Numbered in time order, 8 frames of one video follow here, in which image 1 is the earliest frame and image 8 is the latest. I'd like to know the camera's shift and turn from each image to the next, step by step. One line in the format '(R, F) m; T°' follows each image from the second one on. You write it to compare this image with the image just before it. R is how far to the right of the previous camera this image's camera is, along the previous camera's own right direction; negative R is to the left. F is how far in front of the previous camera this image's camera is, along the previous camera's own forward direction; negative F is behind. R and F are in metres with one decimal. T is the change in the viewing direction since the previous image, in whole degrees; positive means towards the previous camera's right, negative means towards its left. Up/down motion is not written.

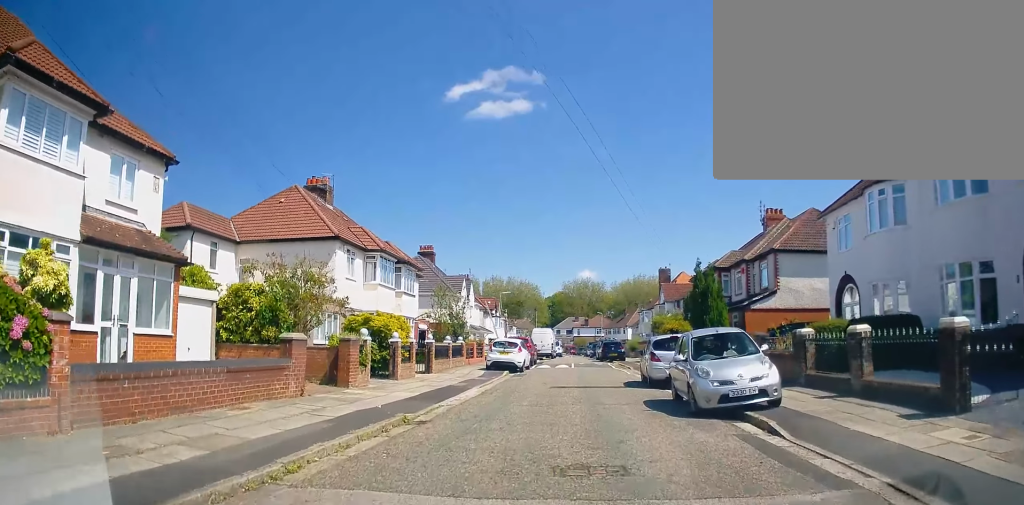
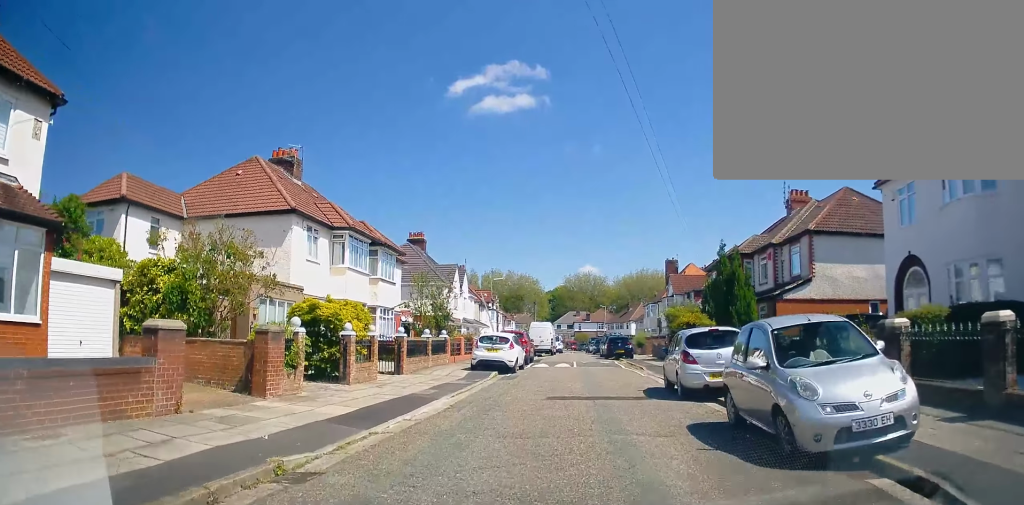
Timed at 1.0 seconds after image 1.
(+0.1, +4.6) m; -1°
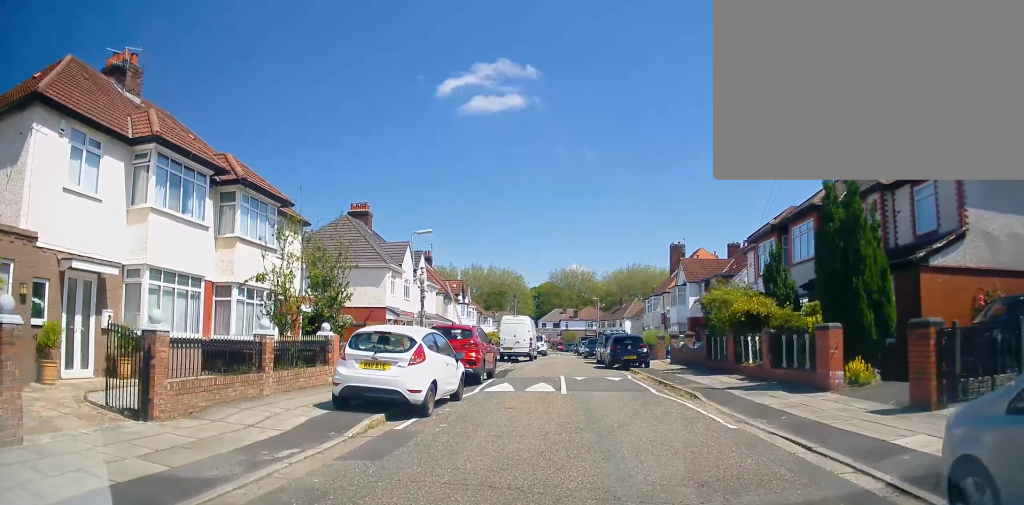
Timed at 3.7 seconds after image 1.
(-0.1, +12.3) m; +6°
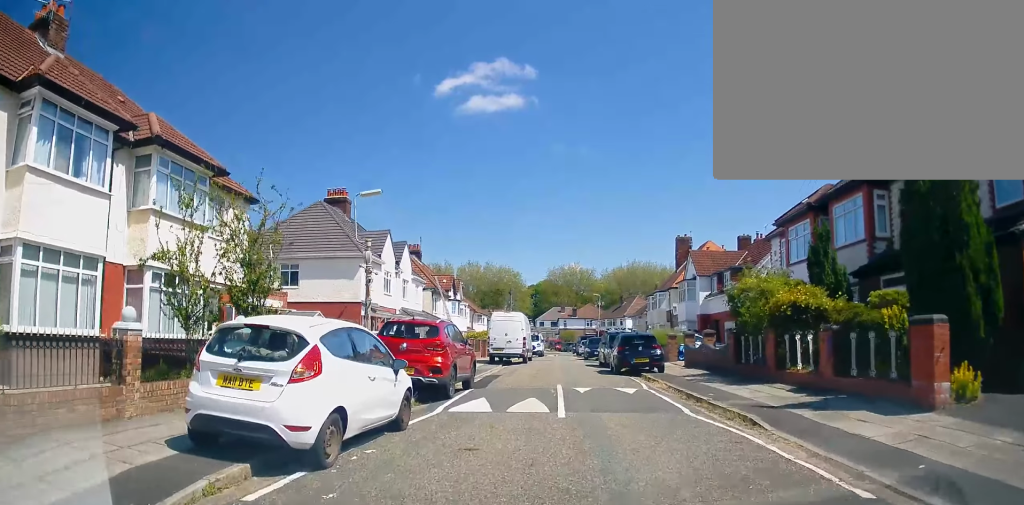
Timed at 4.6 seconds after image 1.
(+0.2, +4.1) m; +1°
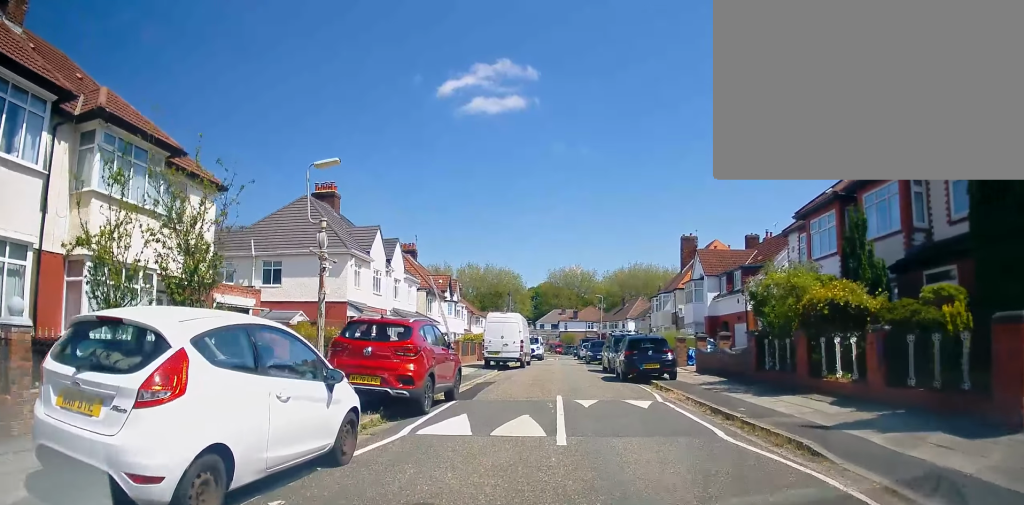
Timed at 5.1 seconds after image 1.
(0.0, +2.2) m; -1°
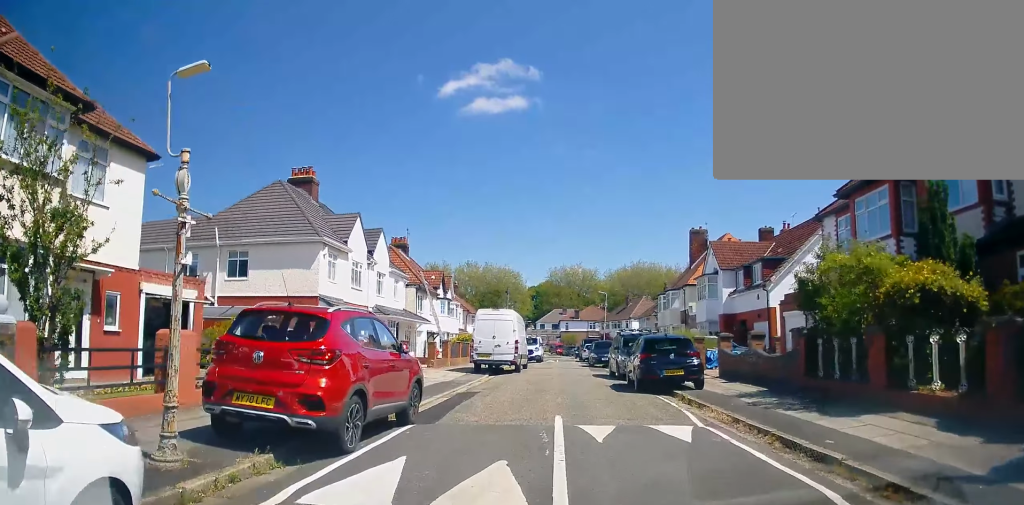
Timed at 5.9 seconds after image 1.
(-0.1, +3.7) m; -4°
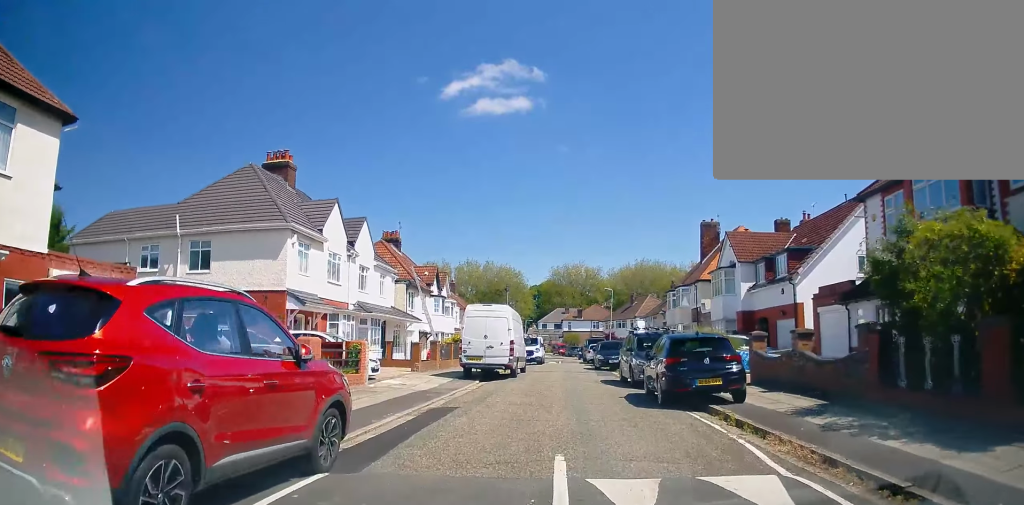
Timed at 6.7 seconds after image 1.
(-0.2, +3.4) m; 0°
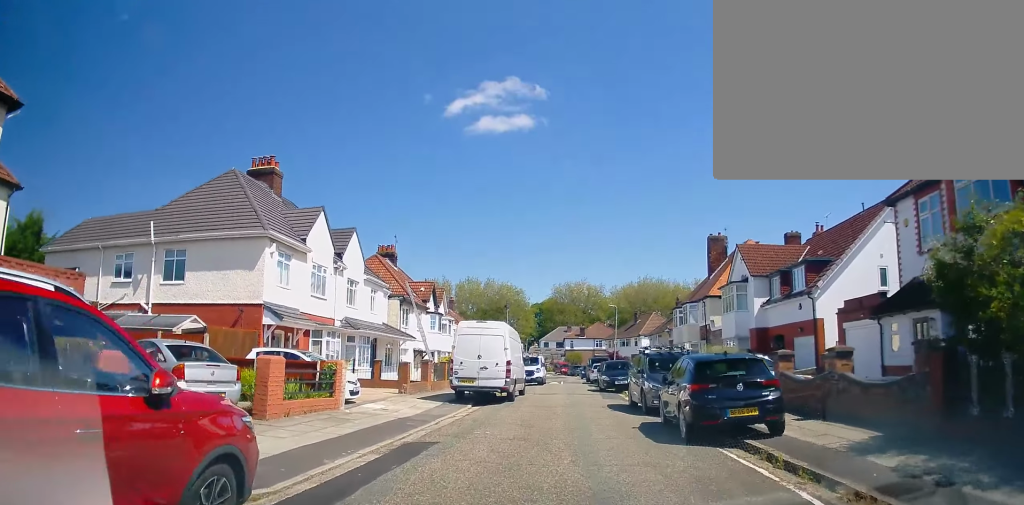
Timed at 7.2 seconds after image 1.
(+0.1, +2.1) m; +2°
